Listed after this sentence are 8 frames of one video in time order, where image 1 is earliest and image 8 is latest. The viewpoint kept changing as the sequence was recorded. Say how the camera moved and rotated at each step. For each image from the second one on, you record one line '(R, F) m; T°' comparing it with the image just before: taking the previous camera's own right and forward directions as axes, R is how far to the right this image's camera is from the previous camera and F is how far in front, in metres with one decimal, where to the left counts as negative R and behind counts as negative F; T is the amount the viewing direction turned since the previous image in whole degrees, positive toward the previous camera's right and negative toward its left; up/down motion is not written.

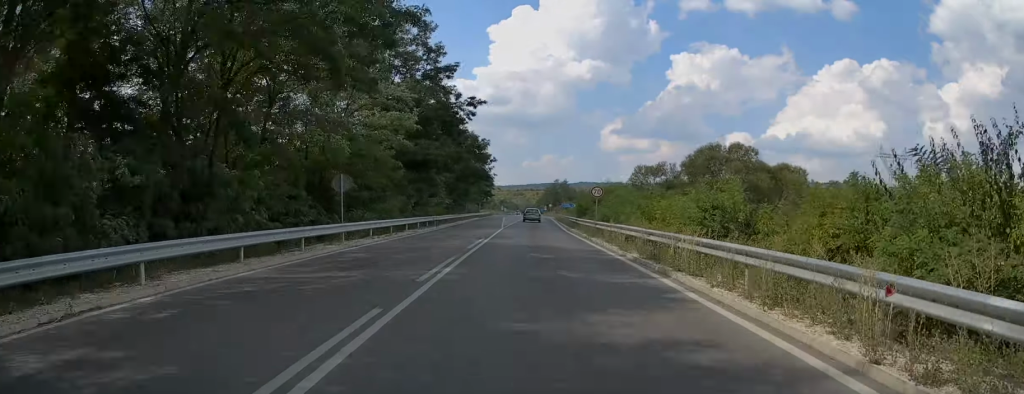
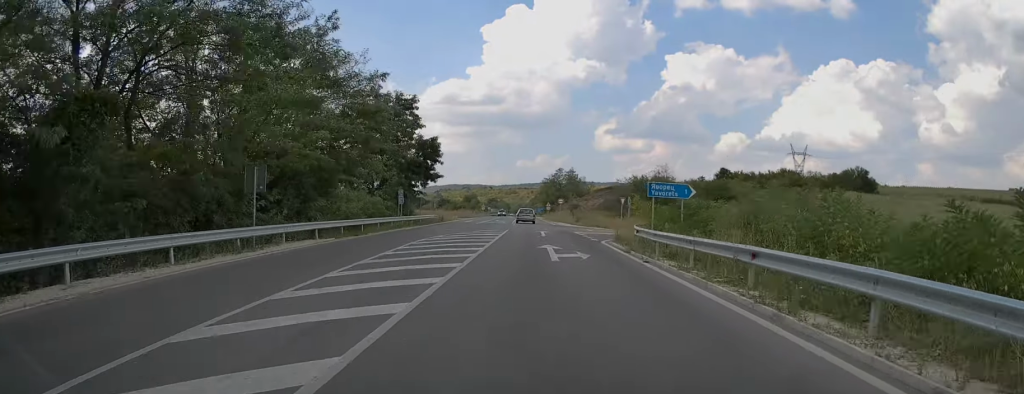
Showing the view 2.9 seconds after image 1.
(-0.5, +68.4) m; 0°
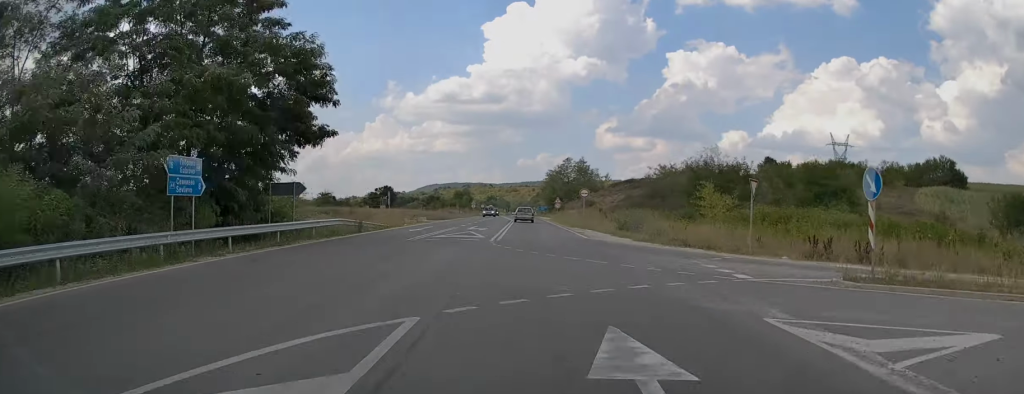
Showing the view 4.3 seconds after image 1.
(0.0, +31.6) m; 0°
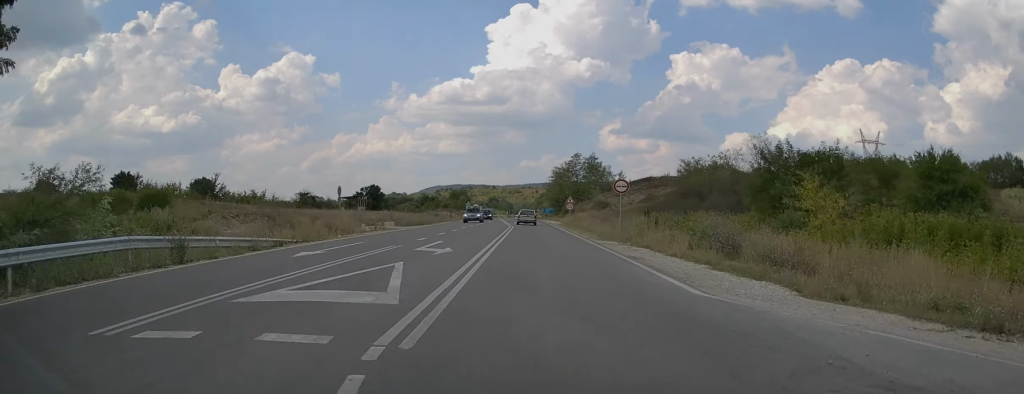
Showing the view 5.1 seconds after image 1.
(+0.1, +17.5) m; 0°
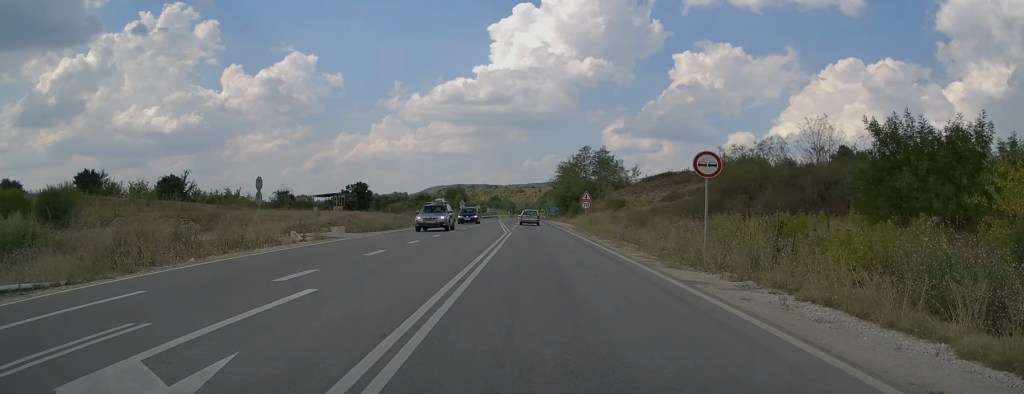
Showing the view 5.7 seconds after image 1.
(+0.1, +14.4) m; 0°
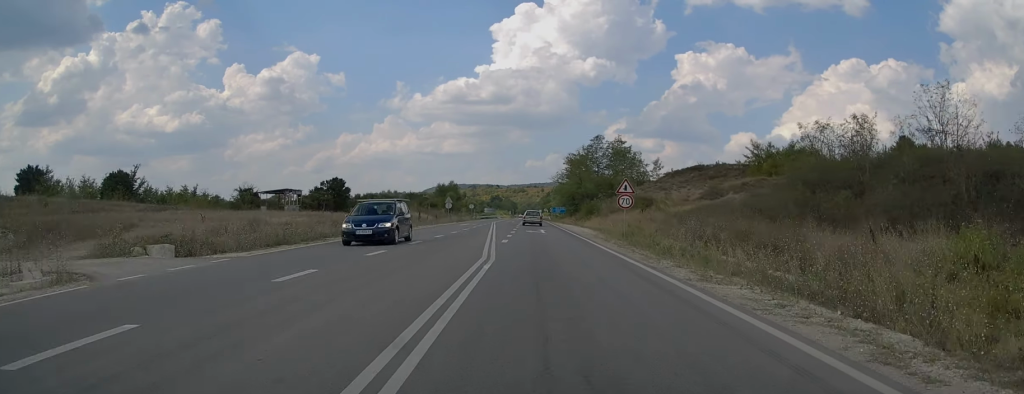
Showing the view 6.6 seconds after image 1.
(-0.1, +18.3) m; -1°
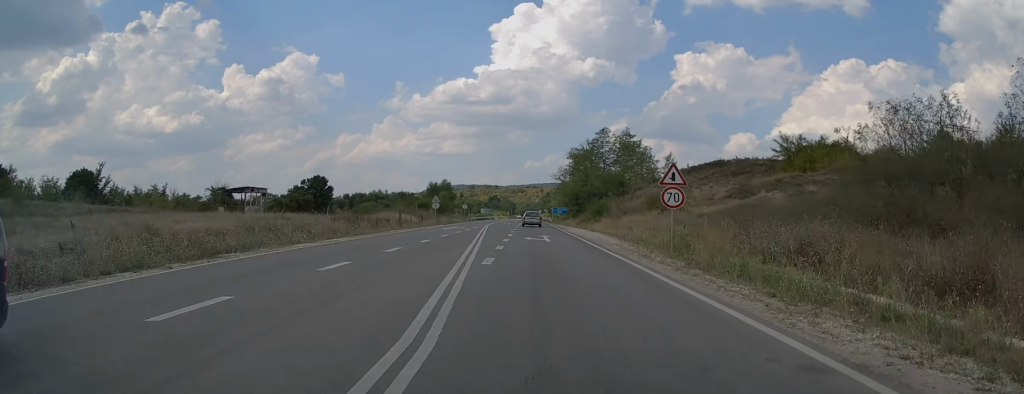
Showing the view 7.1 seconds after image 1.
(-0.1, +9.7) m; 0°
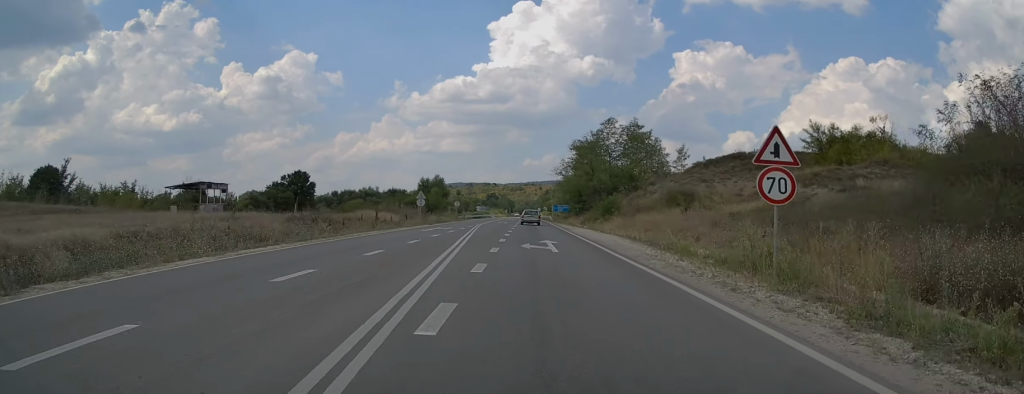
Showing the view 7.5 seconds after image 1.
(0.0, +8.3) m; 0°
